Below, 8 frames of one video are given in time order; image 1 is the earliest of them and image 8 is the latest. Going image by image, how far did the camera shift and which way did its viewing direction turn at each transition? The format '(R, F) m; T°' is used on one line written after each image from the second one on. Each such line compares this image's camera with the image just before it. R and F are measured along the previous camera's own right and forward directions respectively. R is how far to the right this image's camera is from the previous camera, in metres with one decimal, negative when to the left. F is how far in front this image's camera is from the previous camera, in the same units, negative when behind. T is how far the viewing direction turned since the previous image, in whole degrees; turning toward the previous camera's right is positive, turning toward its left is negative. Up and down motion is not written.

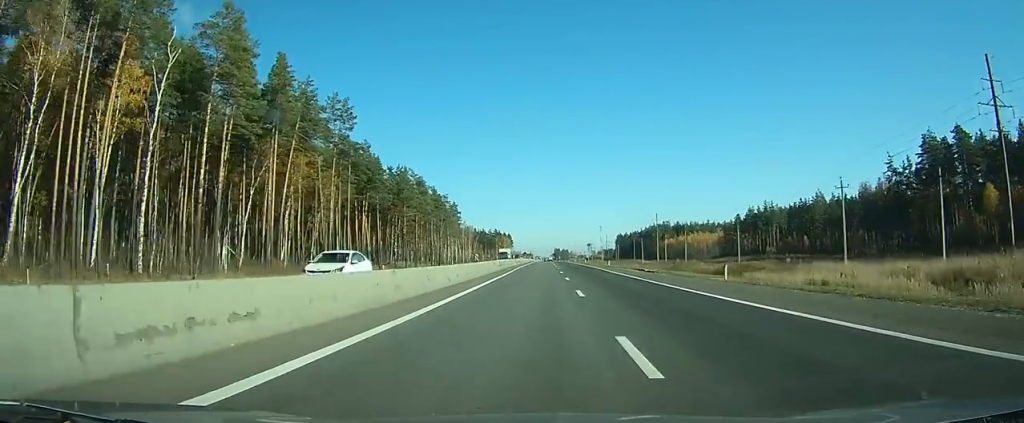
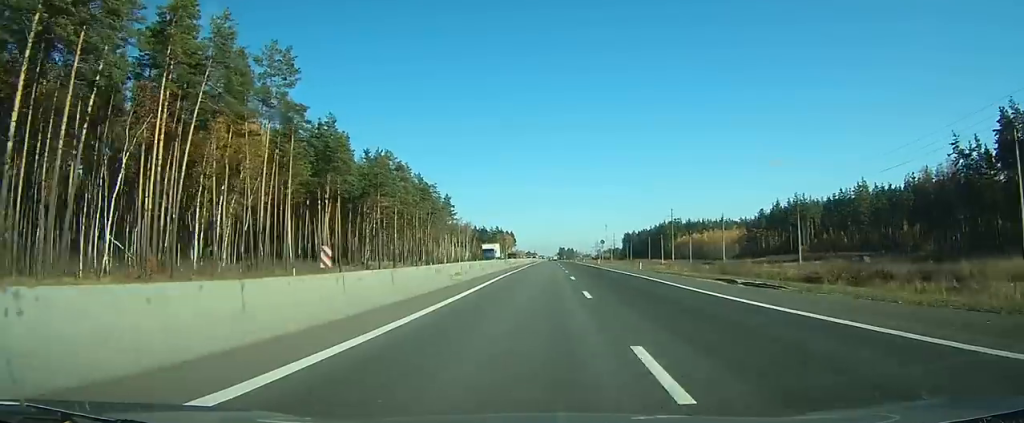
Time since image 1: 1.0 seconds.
(0.0, +24.0) m; 0°
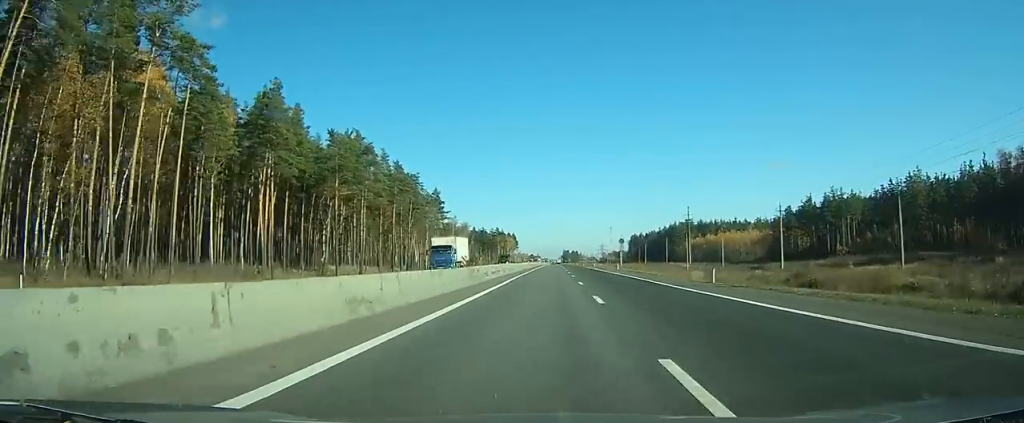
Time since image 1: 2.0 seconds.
(0.0, +23.9) m; 0°
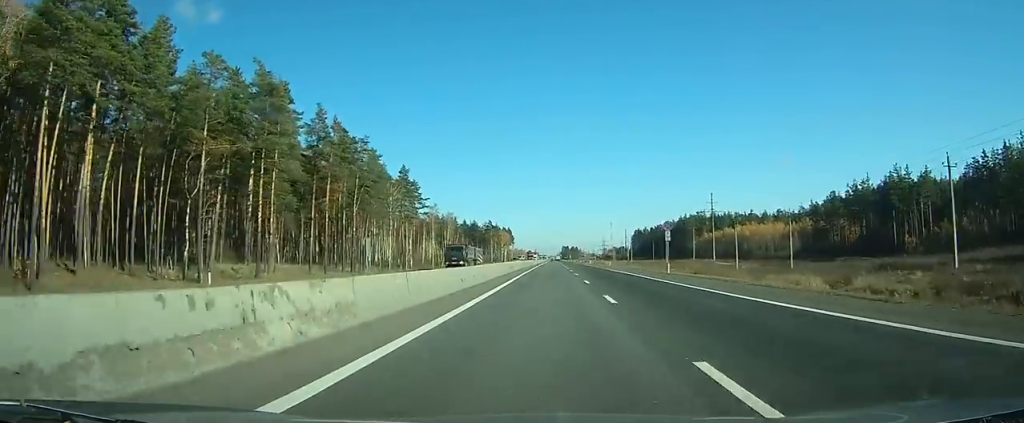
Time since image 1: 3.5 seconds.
(0.0, +37.3) m; 0°
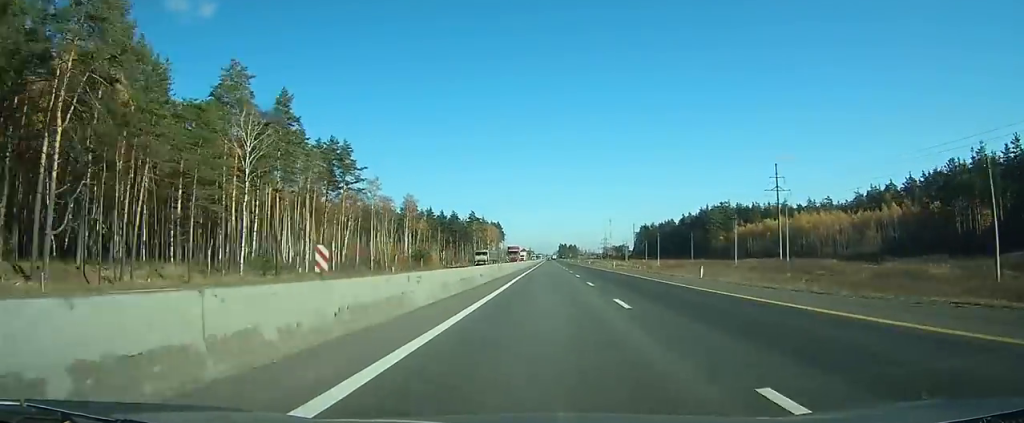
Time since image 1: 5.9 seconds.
(+0.1, +64.0) m; 0°
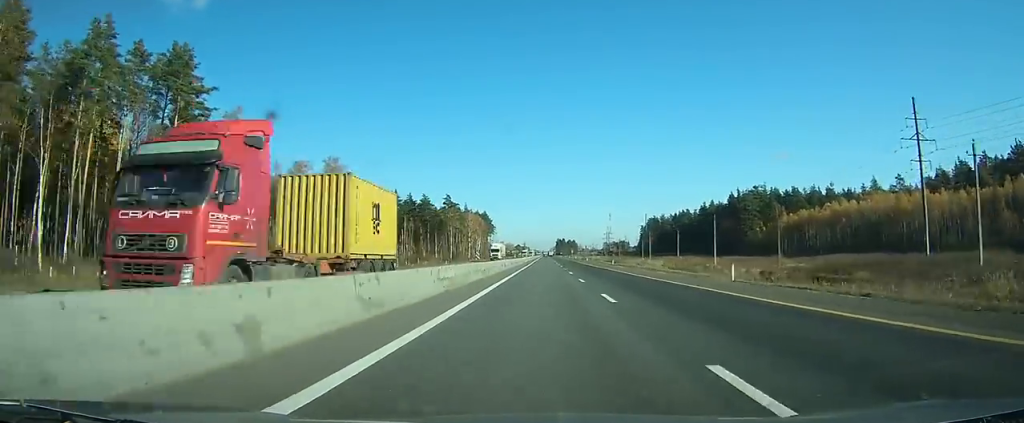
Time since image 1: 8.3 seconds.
(+0.2, +59.1) m; 0°
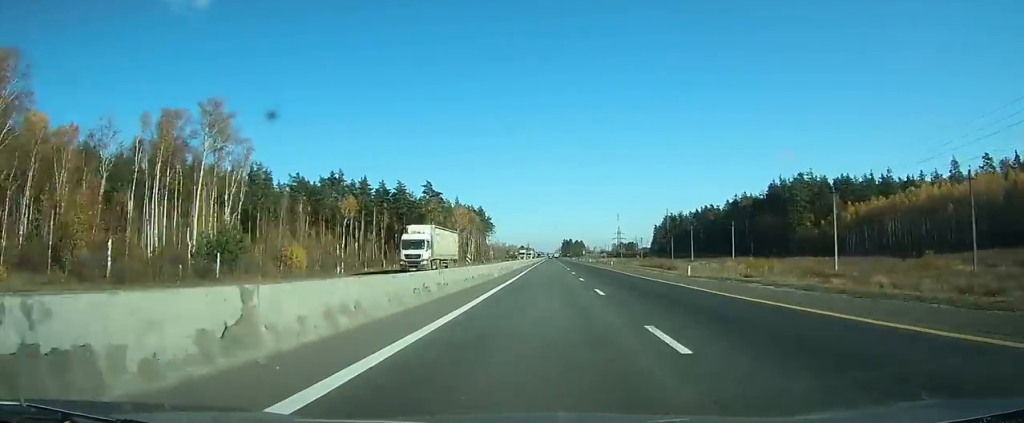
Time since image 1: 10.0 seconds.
(-0.1, +42.2) m; 0°
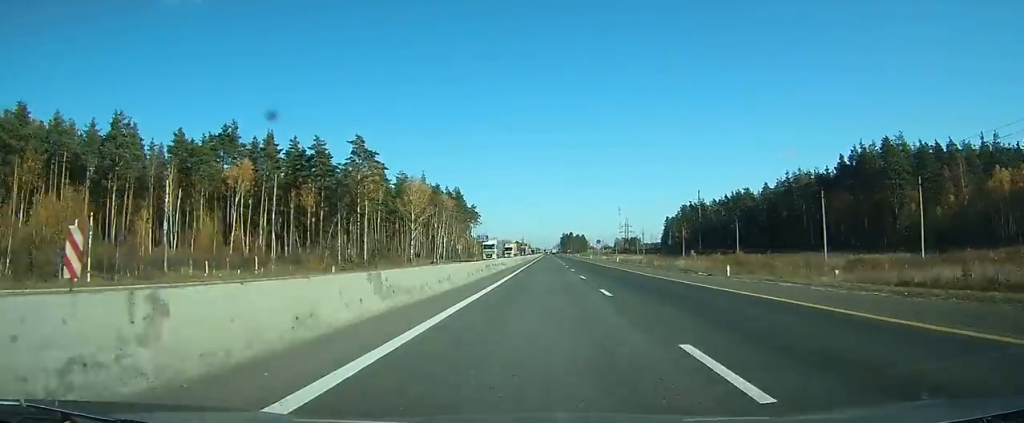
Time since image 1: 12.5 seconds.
(+0.1, +59.6) m; 0°
